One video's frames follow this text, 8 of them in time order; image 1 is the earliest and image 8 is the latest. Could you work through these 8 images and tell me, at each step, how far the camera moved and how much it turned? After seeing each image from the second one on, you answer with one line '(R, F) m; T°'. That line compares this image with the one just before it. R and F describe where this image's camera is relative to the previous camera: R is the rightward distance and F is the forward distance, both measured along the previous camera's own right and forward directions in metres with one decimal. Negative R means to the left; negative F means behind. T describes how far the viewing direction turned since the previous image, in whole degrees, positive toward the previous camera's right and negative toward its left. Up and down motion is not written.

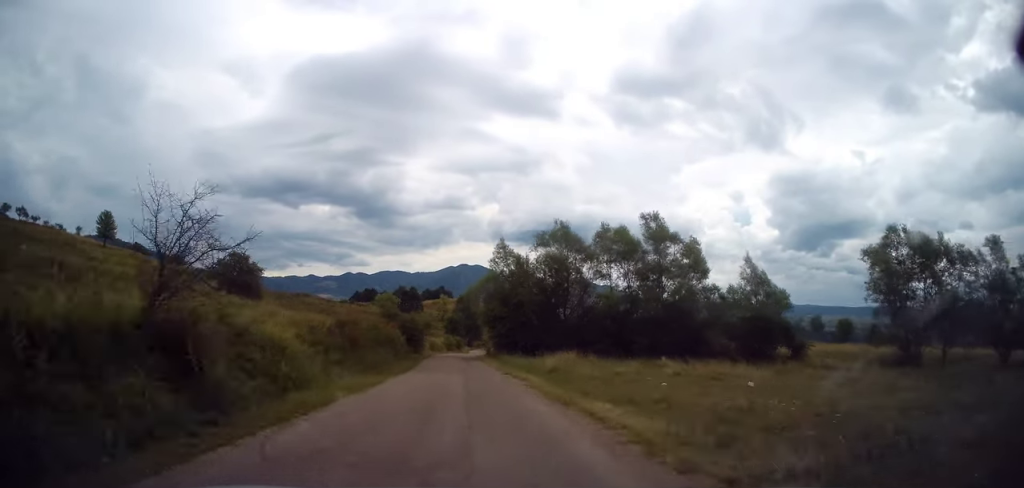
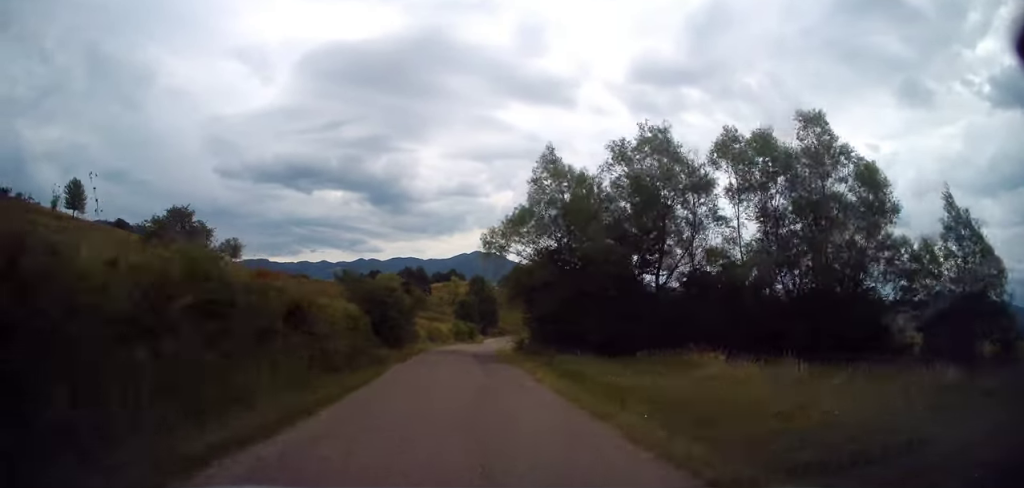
(0.0, +18.8) m; 0°
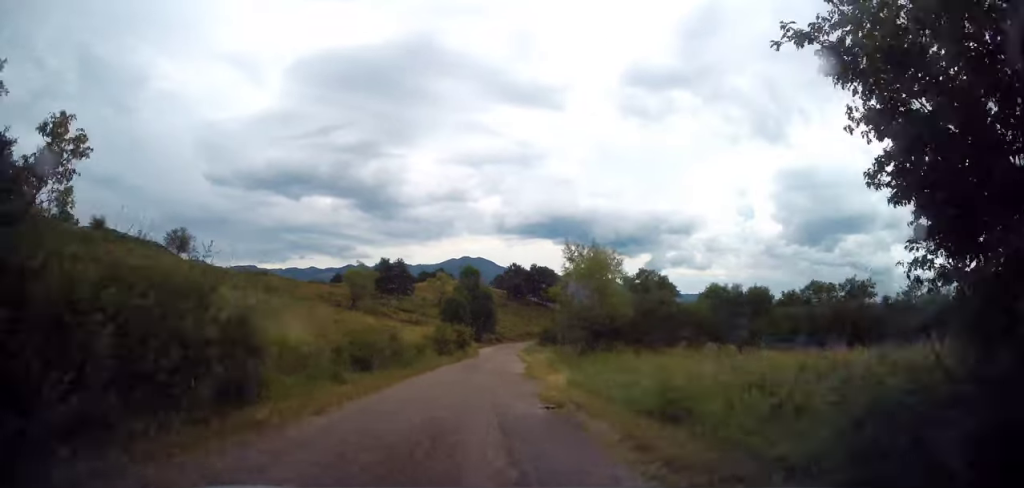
(0.0, +24.7) m; 0°
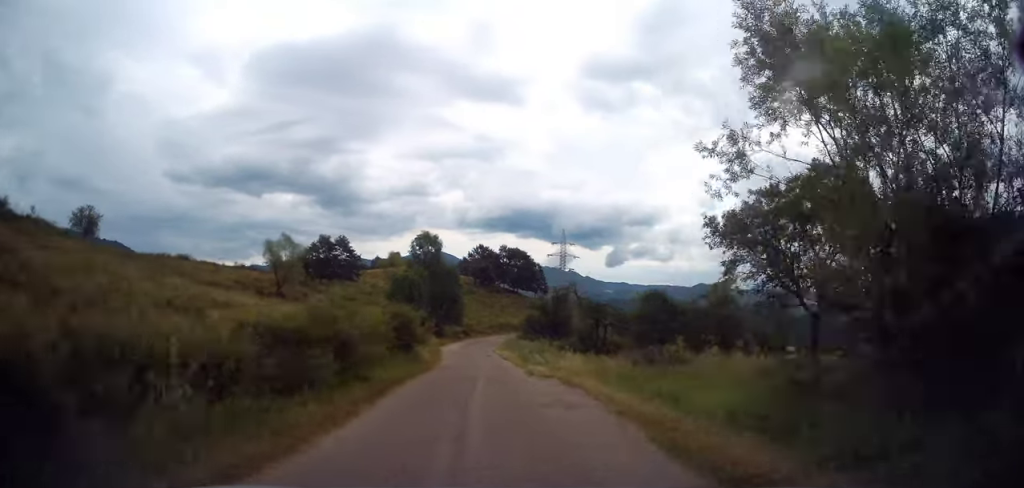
(+0.3, +22.8) m; +3°
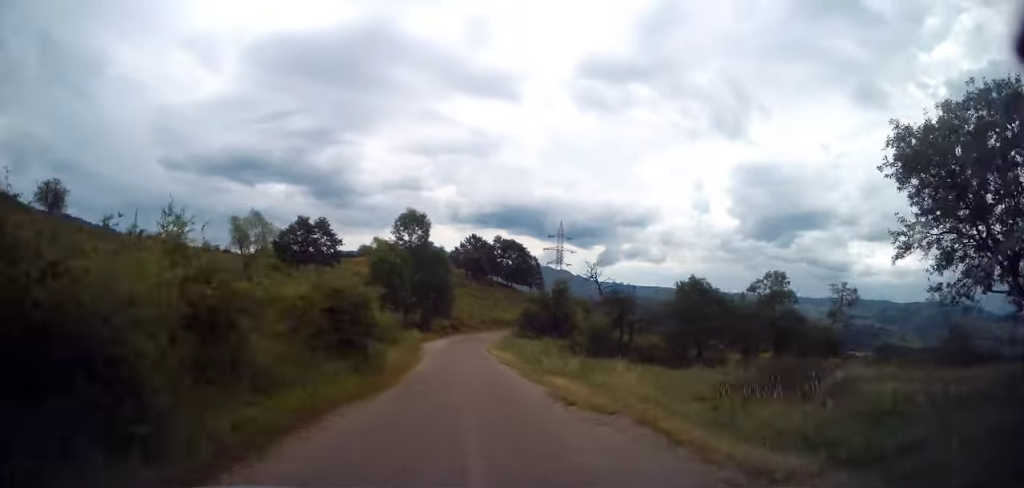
(+0.2, +8.8) m; +1°
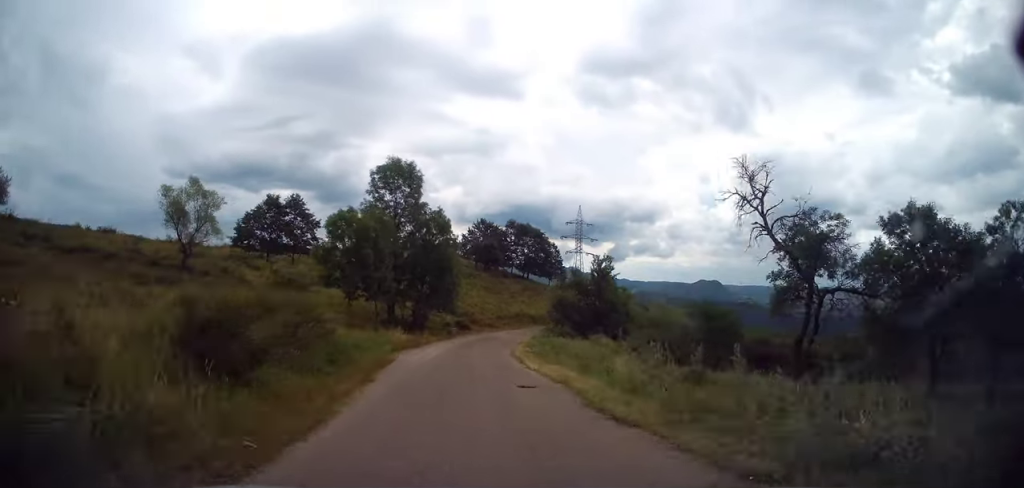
(+0.1, +17.7) m; +2°
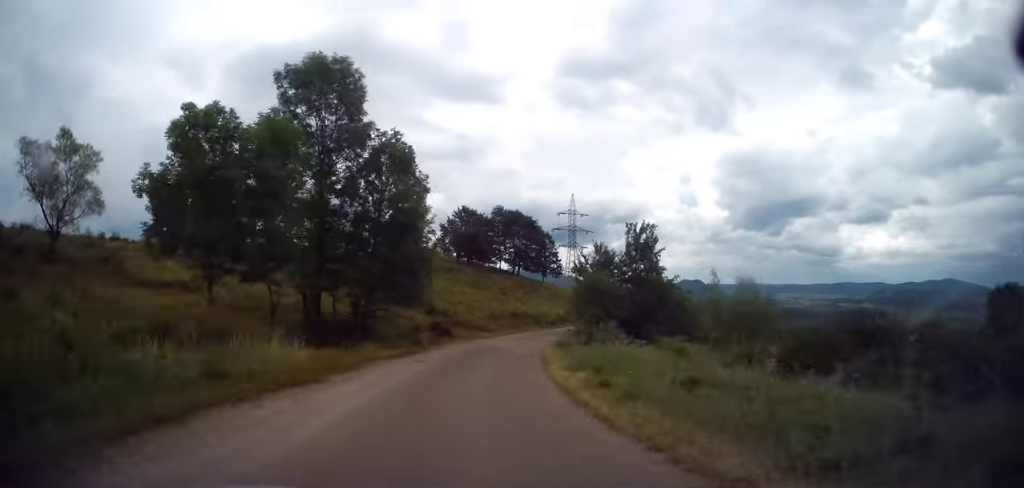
(+0.6, +16.4) m; +2°
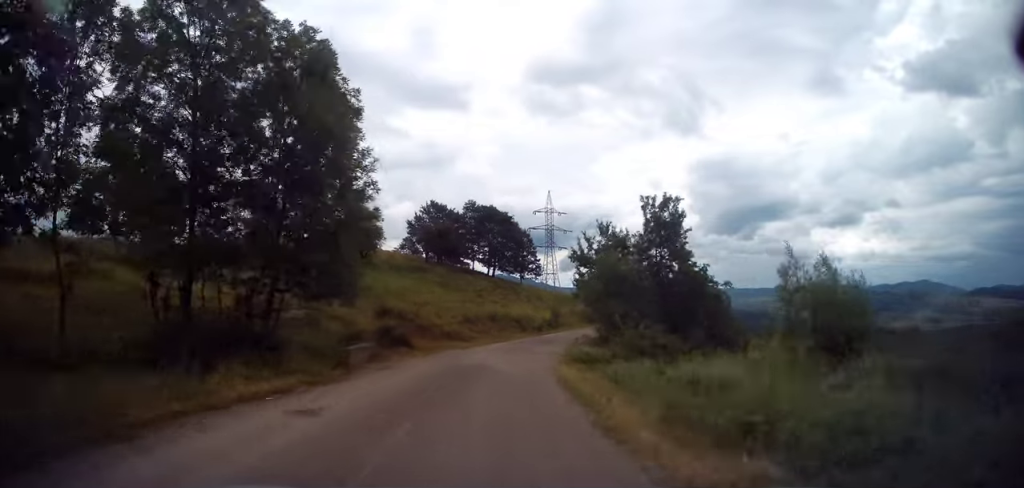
(0.0, +9.2) m; 0°
